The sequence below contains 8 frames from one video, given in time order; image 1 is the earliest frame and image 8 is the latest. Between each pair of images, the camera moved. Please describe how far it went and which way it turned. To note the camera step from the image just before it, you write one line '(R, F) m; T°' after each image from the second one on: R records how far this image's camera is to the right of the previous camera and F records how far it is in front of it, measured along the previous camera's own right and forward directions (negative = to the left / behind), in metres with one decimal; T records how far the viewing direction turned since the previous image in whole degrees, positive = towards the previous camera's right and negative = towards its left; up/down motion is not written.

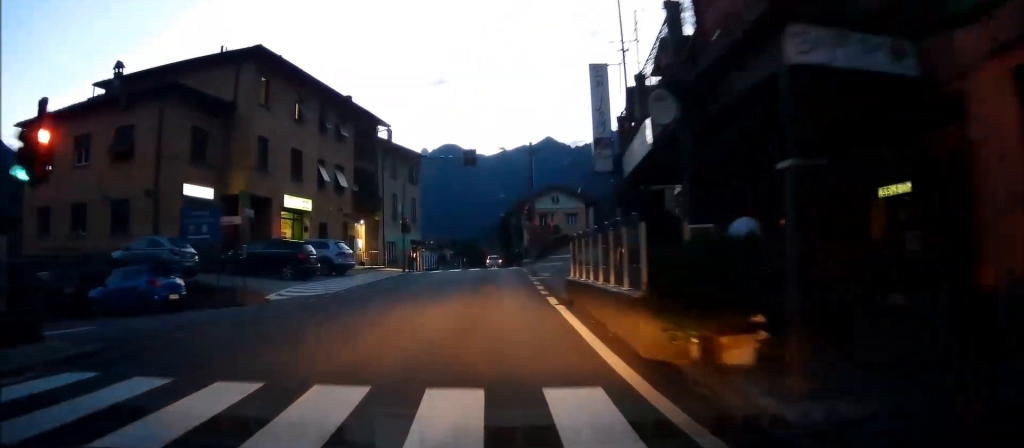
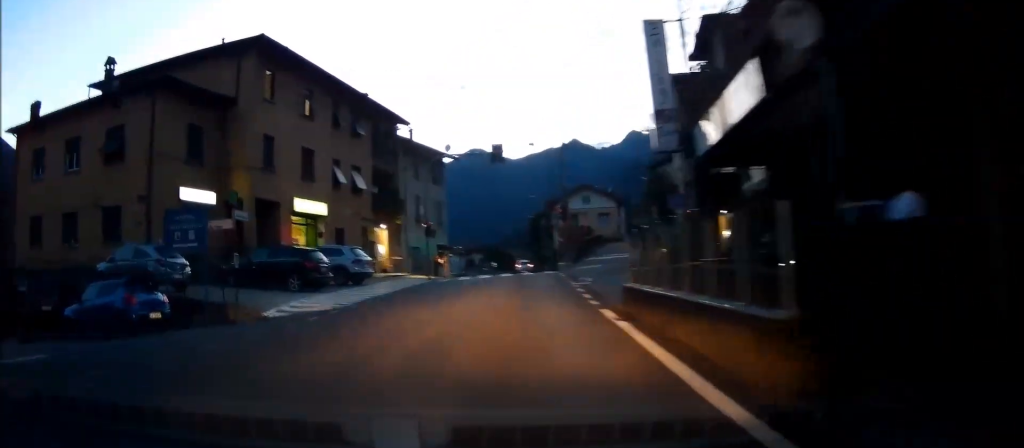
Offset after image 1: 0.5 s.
(-0.4, +3.2) m; -7°
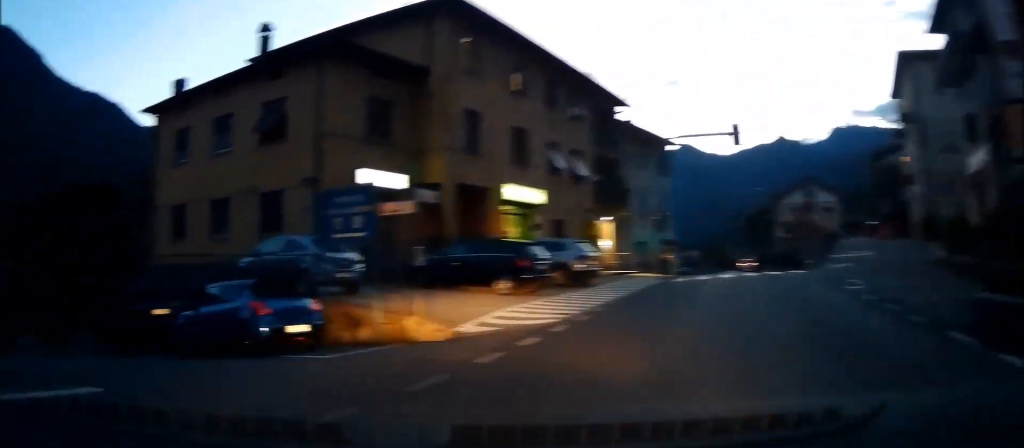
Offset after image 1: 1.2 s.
(-0.8, +4.9) m; -11°
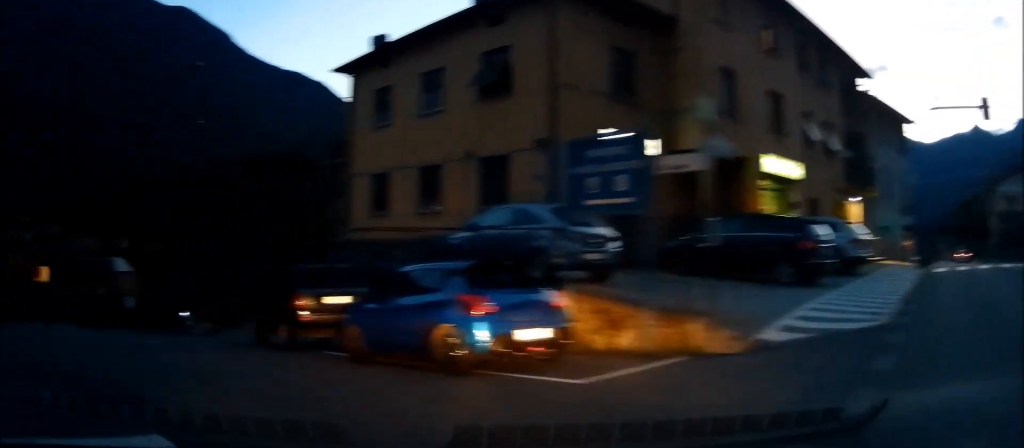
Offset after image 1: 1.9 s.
(-0.1, +3.9) m; -8°
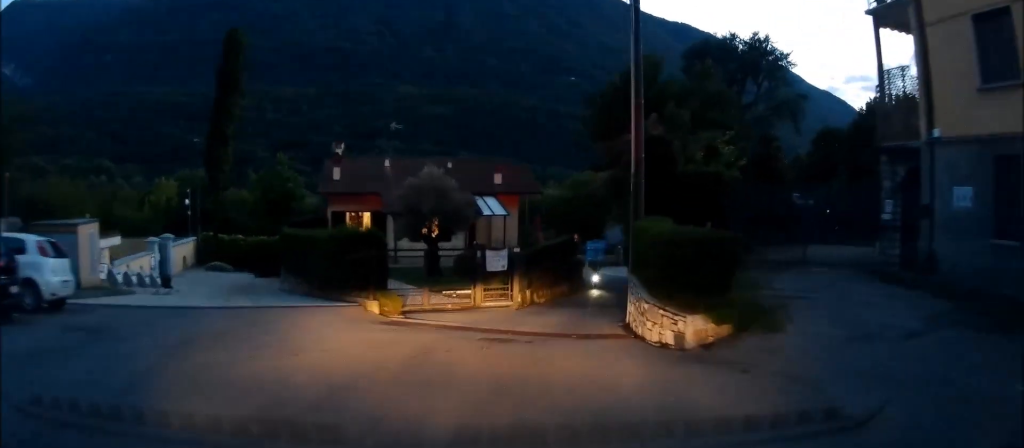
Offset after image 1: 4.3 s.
(-5.8, +12.9) m; -41°
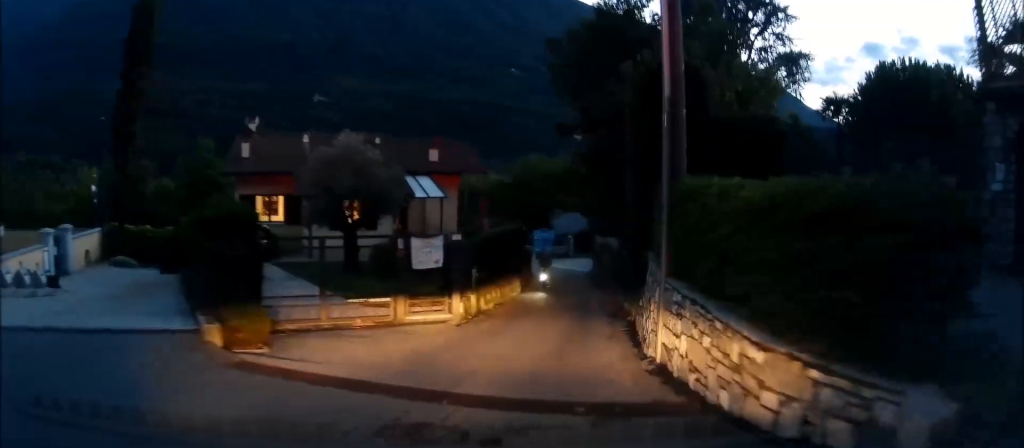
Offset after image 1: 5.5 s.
(+0.2, +6.6) m; +10°
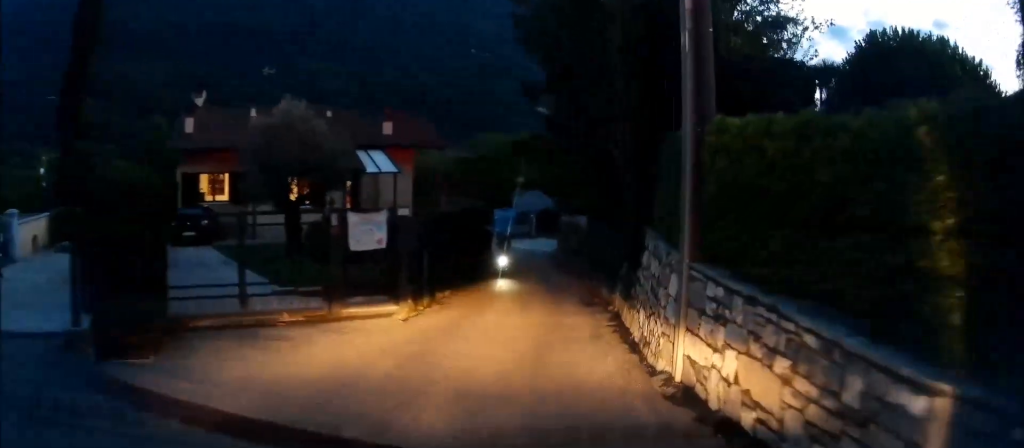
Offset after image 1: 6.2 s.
(+0.5, +2.6) m; +6°
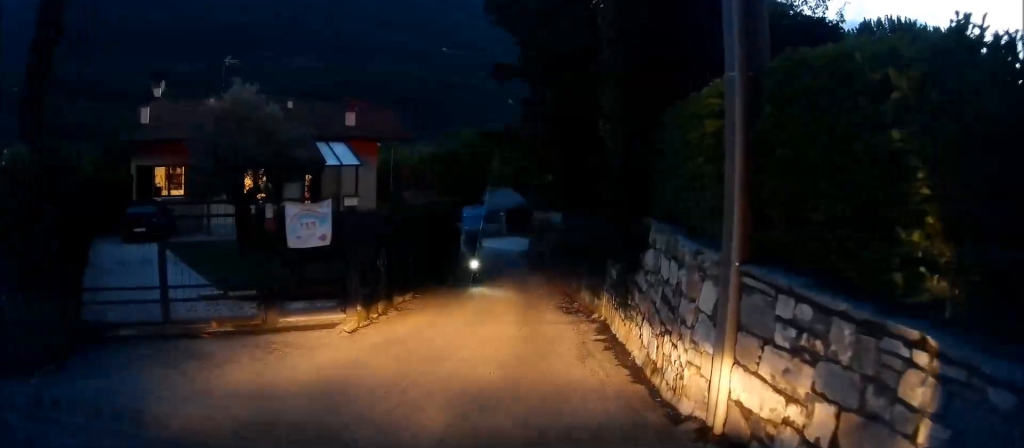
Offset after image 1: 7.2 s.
(-0.3, +1.9) m; 0°
